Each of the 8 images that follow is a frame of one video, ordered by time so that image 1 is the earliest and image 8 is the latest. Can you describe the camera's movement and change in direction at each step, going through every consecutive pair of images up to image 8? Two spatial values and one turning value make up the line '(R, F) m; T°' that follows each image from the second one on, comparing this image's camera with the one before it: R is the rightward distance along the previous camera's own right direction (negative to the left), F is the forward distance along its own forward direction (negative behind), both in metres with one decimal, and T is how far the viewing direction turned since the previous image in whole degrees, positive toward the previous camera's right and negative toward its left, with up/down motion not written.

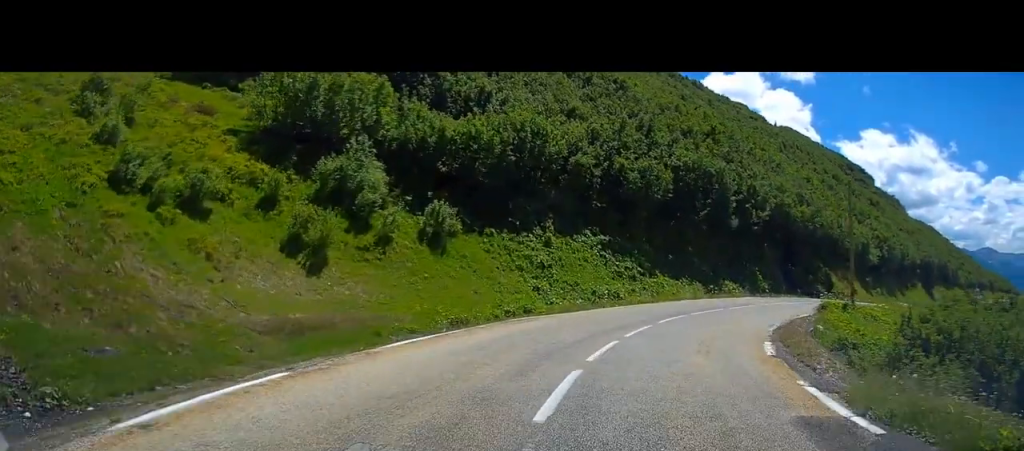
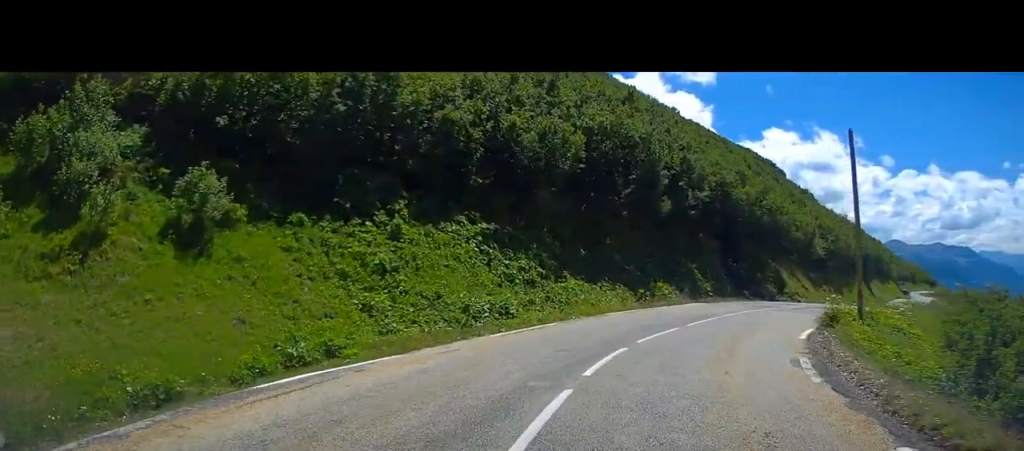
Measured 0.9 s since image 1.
(+0.5, +9.9) m; +7°
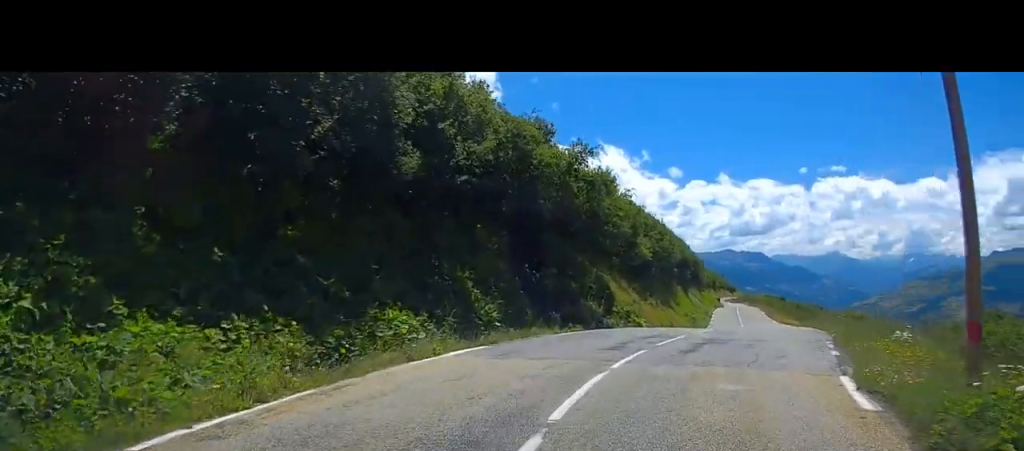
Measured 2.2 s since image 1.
(+2.2, +13.6) m; +21°
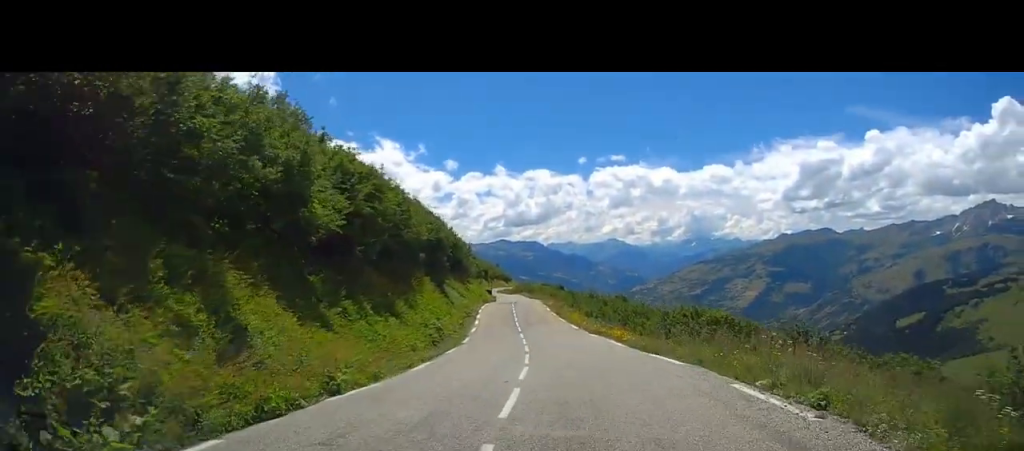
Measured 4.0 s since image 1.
(+3.2, +19.6) m; +10°
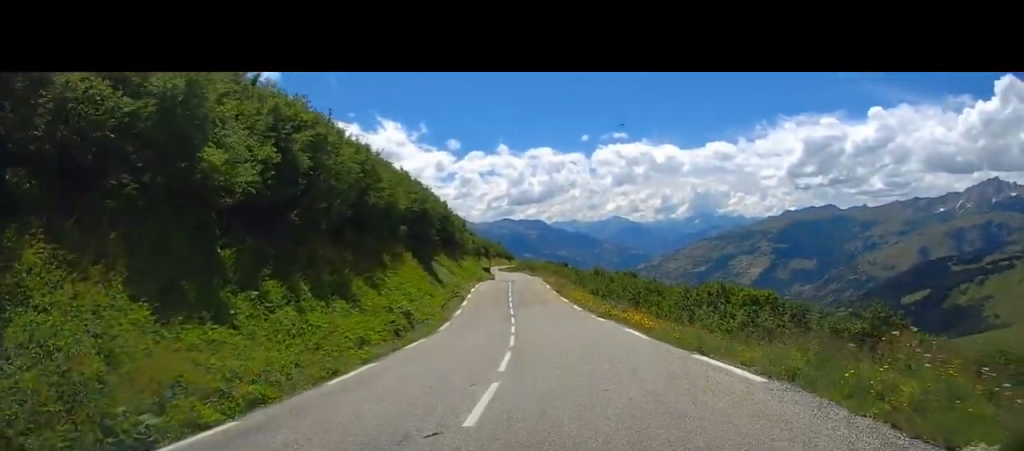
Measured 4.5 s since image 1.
(0.0, +6.1) m; 0°
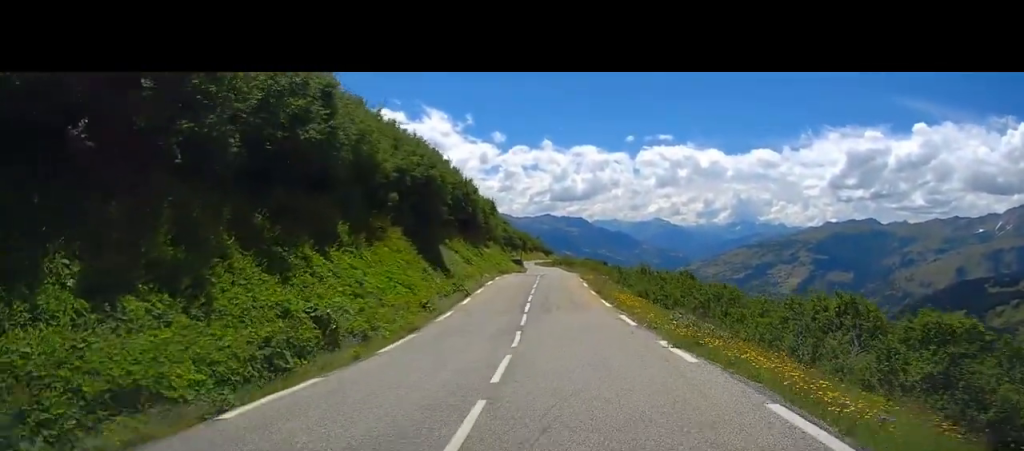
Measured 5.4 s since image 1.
(0.0, +11.0) m; -1°
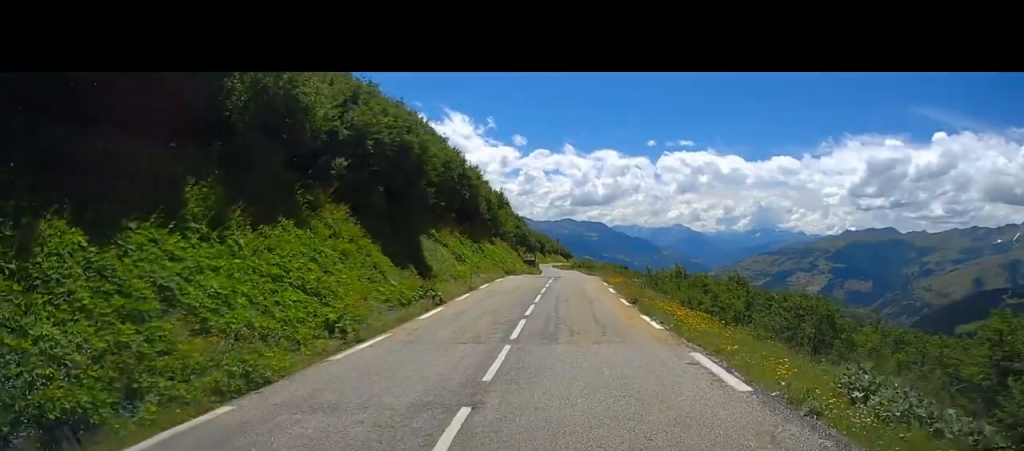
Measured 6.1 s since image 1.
(-0.1, +9.6) m; -1°
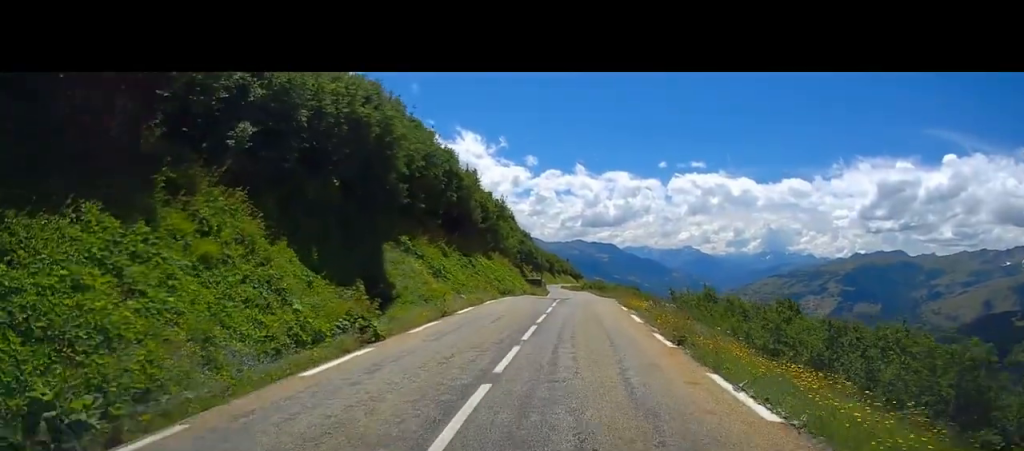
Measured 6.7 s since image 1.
(-0.1, +7.4) m; -1°
